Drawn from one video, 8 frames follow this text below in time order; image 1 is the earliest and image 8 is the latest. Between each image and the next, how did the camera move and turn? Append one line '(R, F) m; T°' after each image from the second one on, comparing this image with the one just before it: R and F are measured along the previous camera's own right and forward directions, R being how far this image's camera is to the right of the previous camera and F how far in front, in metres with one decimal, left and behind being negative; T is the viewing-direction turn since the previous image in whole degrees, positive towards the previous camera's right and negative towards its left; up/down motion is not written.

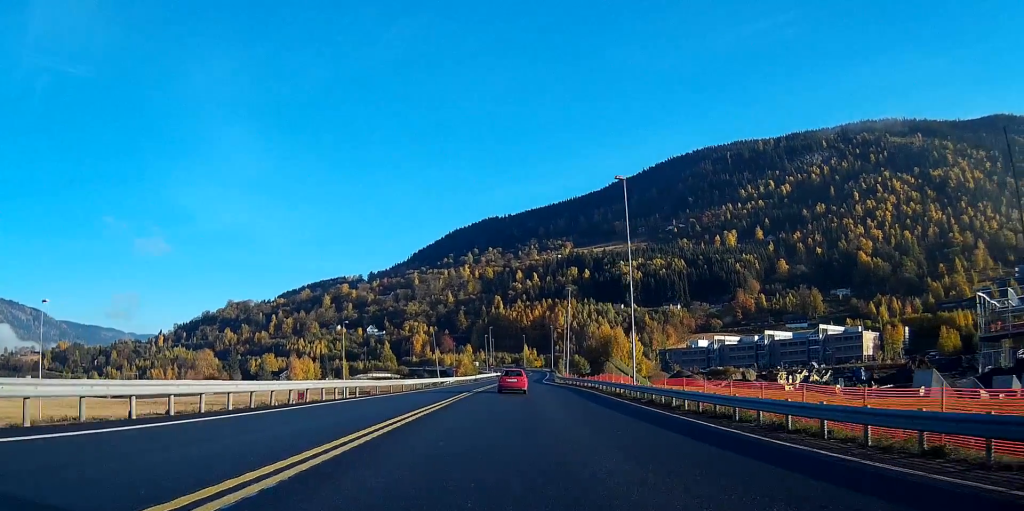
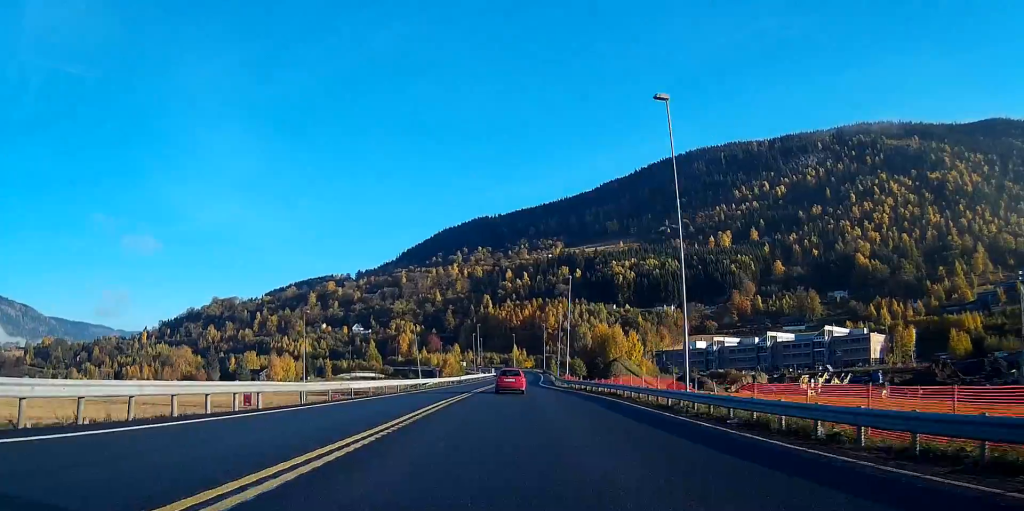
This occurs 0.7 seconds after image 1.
(+0.2, +15.4) m; +1°
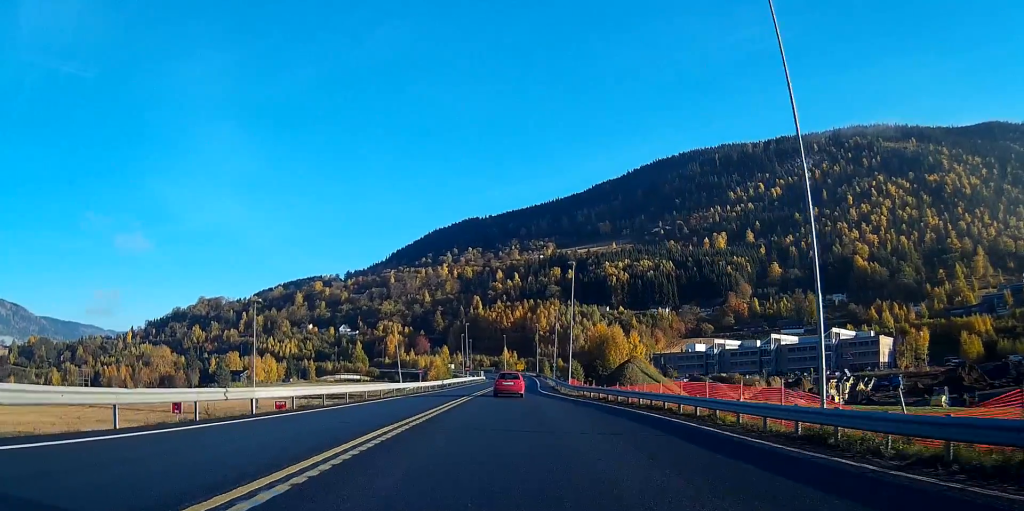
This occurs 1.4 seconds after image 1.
(+0.1, +14.6) m; +1°
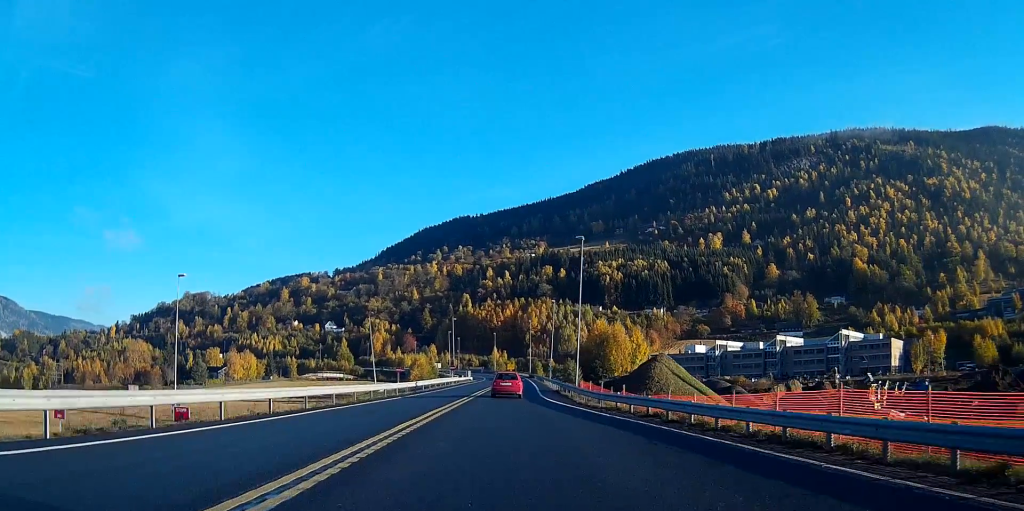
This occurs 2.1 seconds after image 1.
(+0.1, +15.9) m; +1°
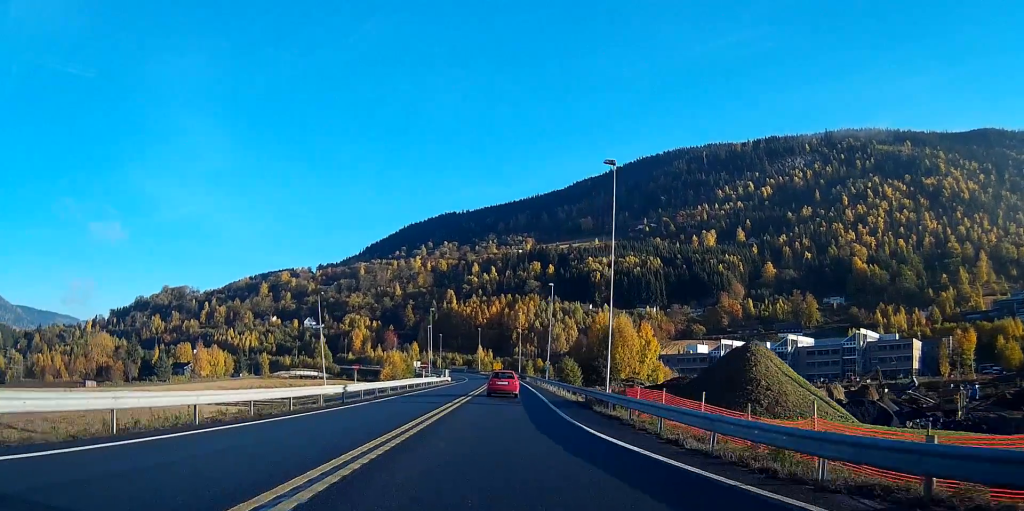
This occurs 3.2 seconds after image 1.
(+0.3, +23.6) m; +1°
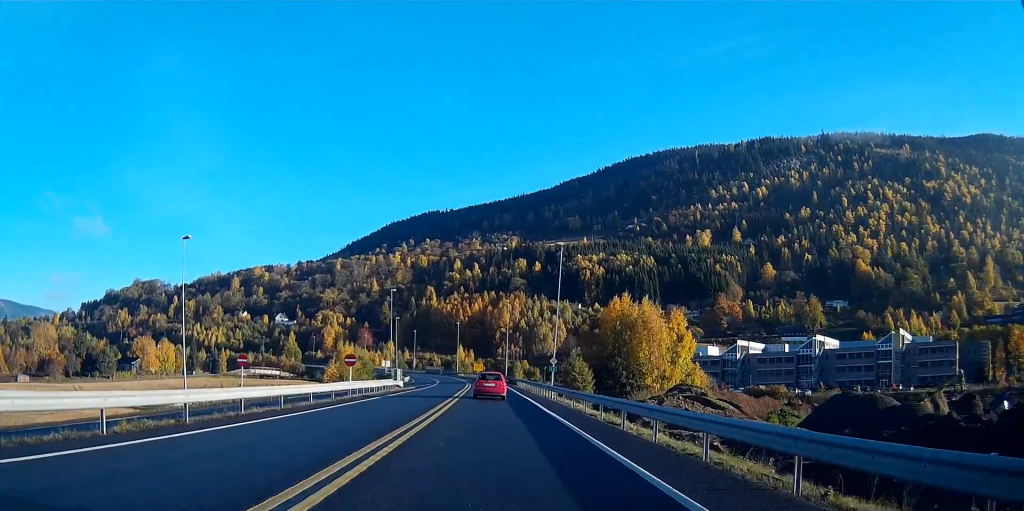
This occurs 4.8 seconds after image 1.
(+0.4, +34.4) m; +1°
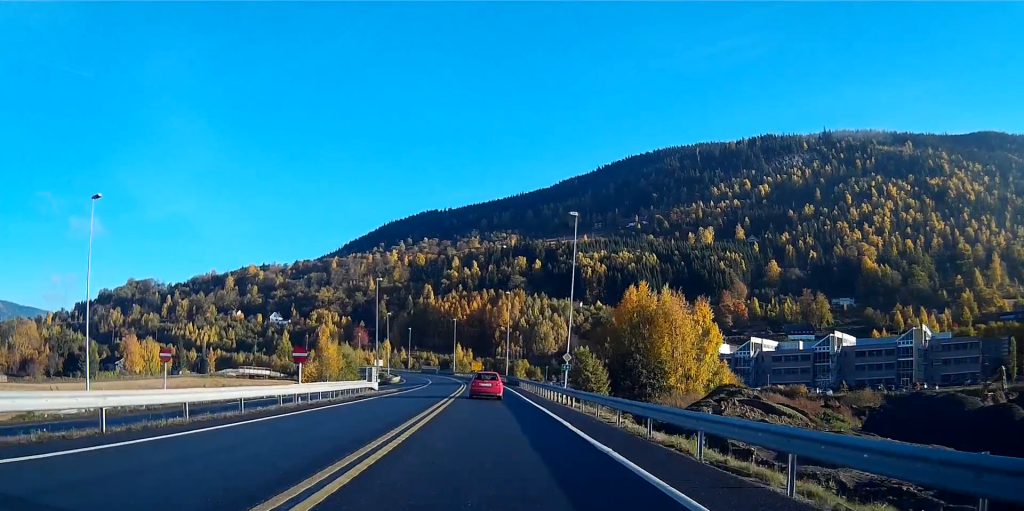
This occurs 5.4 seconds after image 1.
(+0.1, +12.5) m; 0°
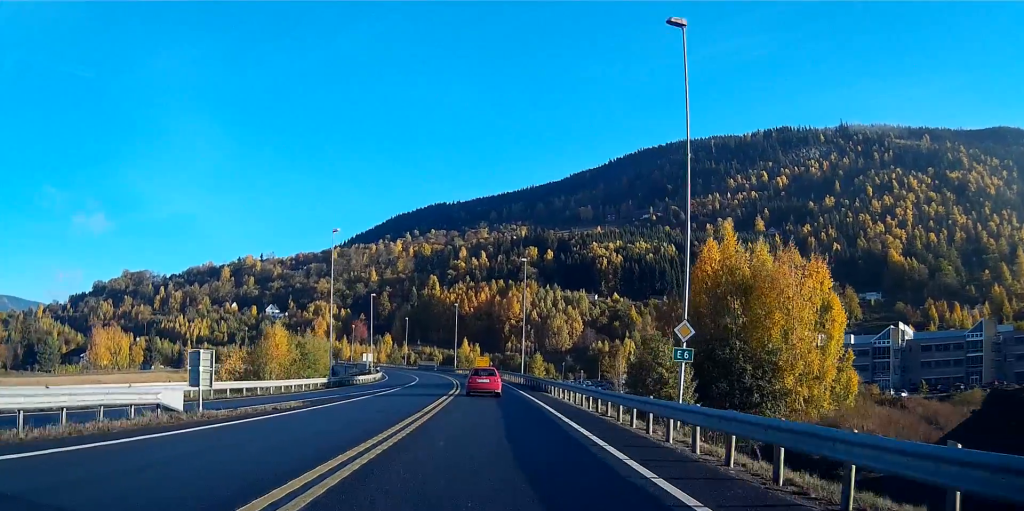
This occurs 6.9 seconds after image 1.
(-0.2, +30.0) m; -1°
